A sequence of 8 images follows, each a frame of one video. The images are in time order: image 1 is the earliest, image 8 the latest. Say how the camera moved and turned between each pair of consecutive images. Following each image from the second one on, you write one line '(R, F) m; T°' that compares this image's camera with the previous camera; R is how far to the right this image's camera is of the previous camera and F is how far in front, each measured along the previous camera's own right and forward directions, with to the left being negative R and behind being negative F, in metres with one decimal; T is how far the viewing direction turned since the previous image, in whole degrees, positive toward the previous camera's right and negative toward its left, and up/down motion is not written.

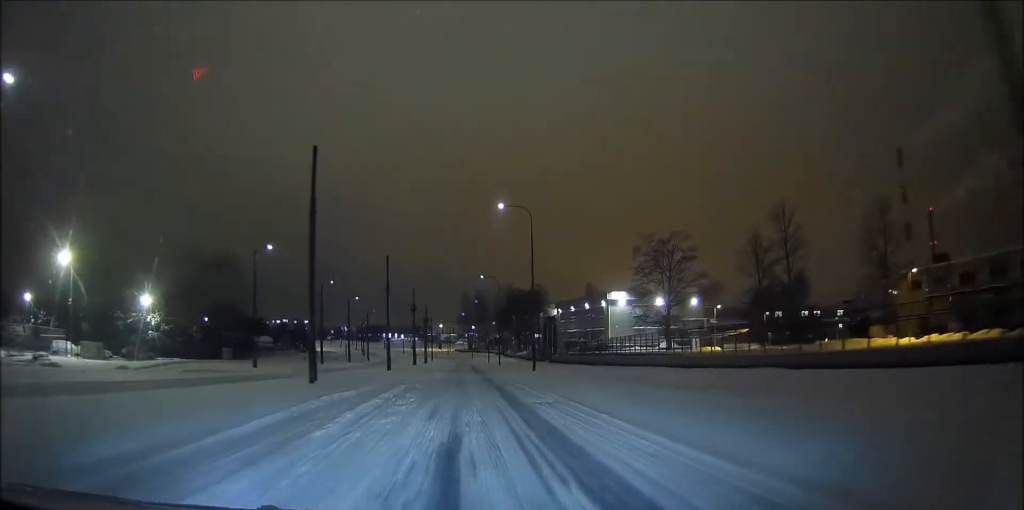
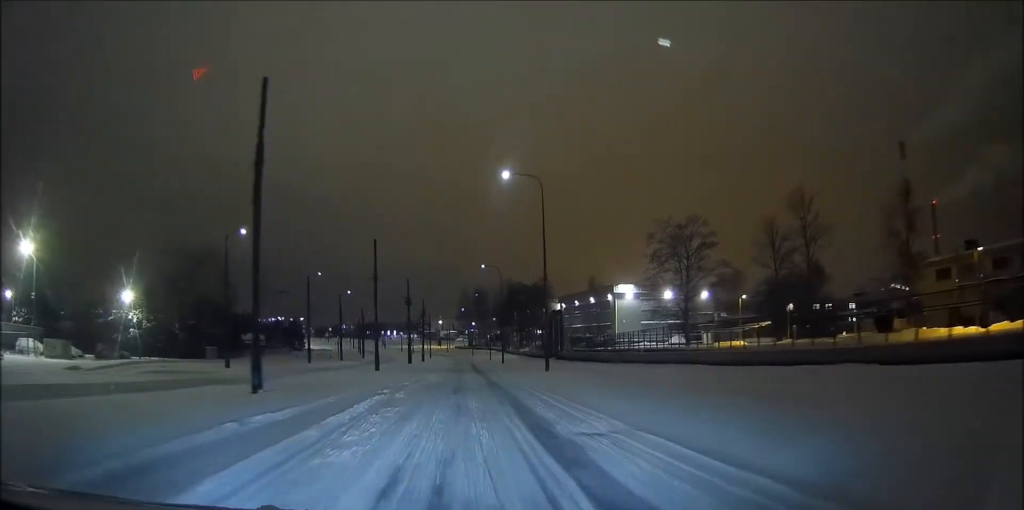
(+0.1, +6.7) m; 0°
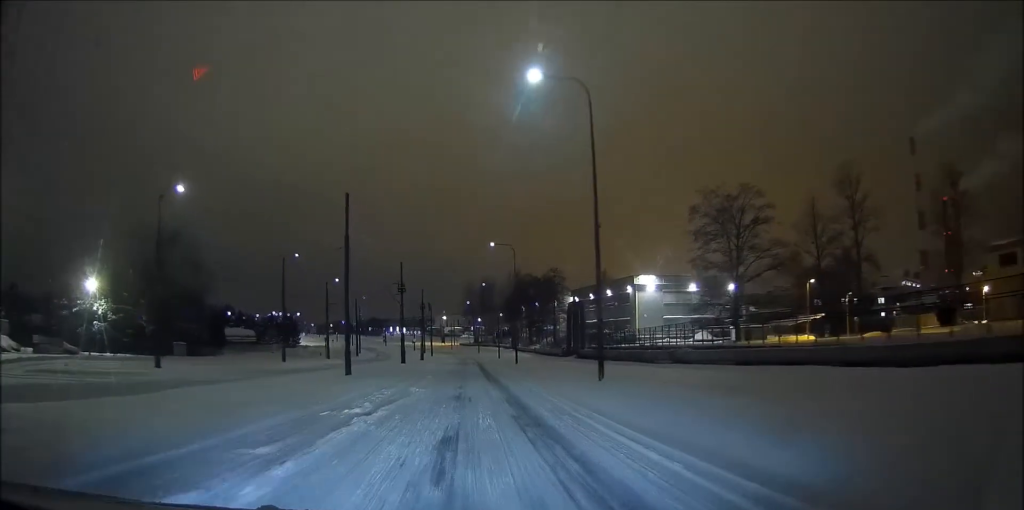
(0.0, +12.1) m; 0°
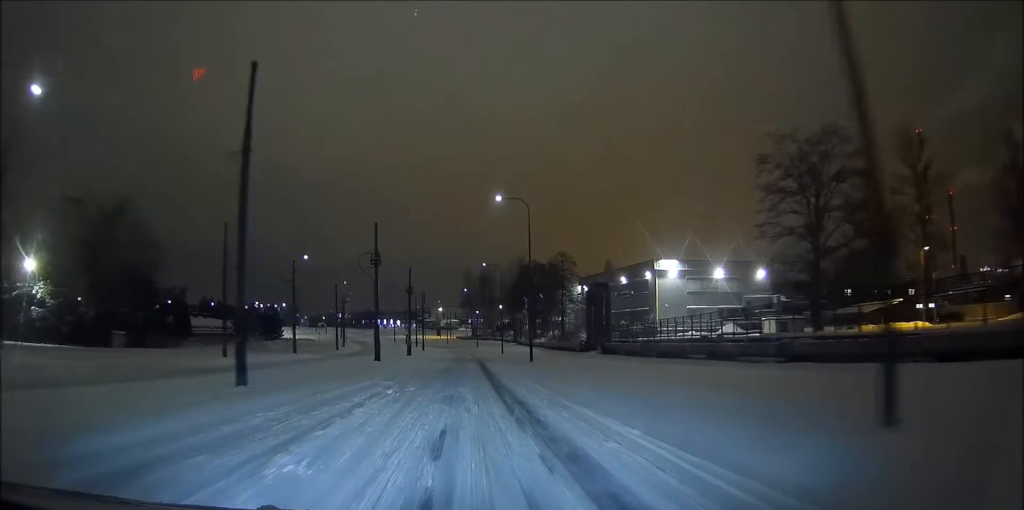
(+0.1, +15.2) m; -1°
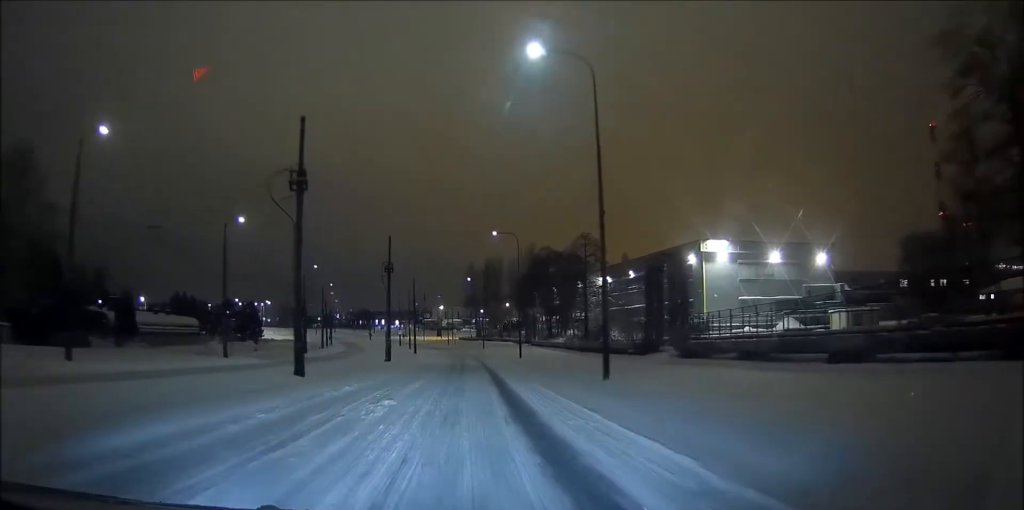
(-0.3, +21.5) m; -1°
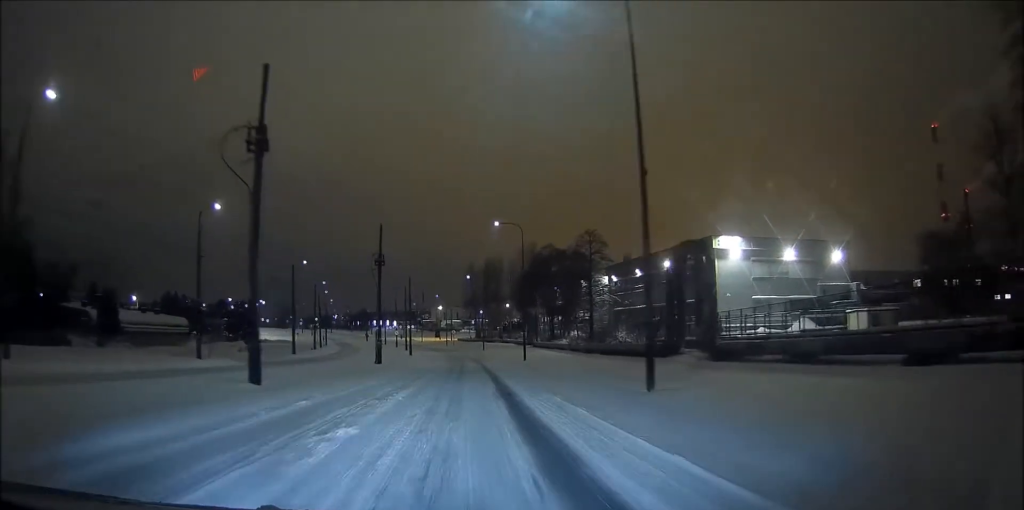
(0.0, +4.9) m; 0°
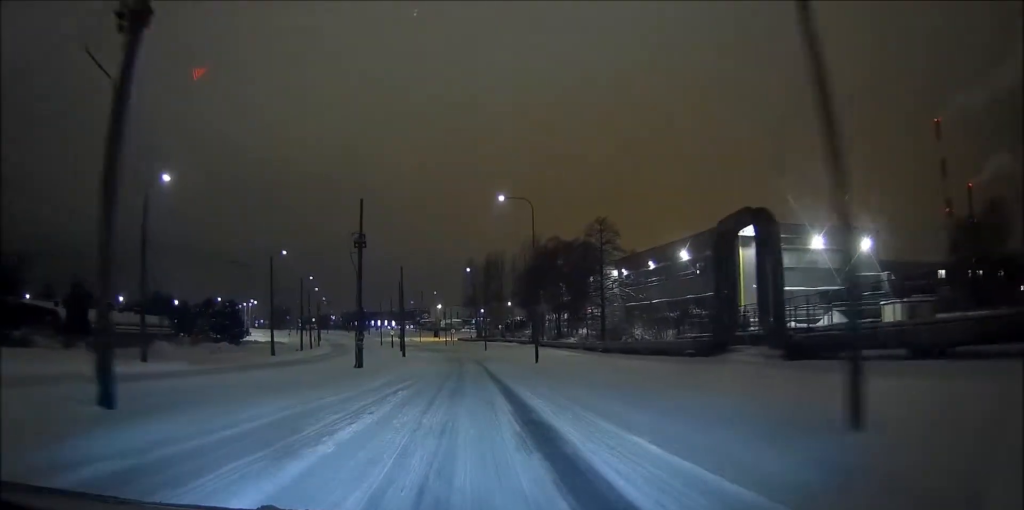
(-0.1, +8.3) m; 0°
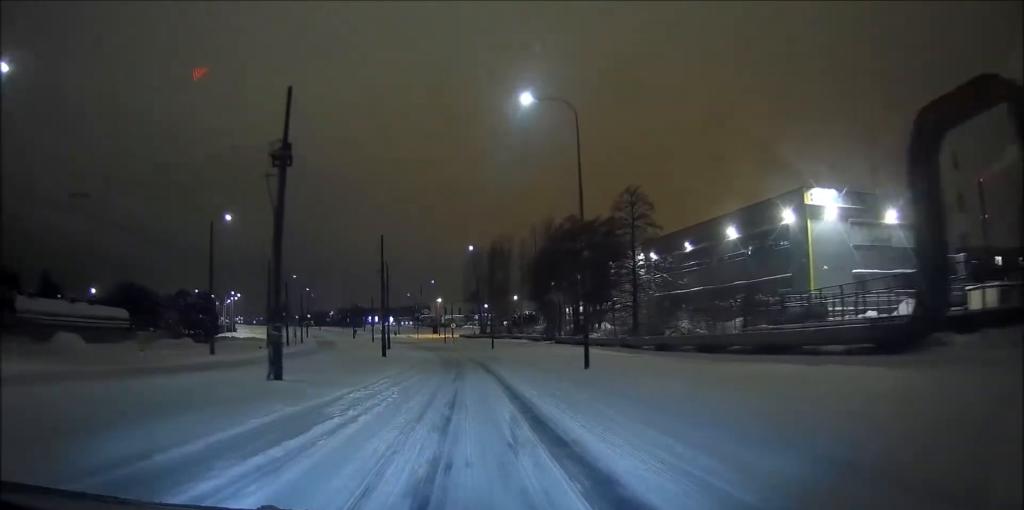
(+0.1, +16.7) m; +1°
